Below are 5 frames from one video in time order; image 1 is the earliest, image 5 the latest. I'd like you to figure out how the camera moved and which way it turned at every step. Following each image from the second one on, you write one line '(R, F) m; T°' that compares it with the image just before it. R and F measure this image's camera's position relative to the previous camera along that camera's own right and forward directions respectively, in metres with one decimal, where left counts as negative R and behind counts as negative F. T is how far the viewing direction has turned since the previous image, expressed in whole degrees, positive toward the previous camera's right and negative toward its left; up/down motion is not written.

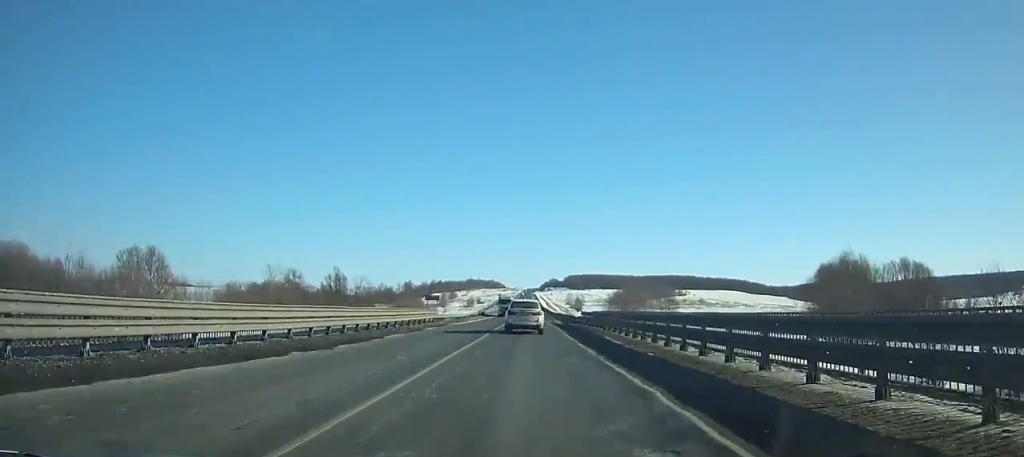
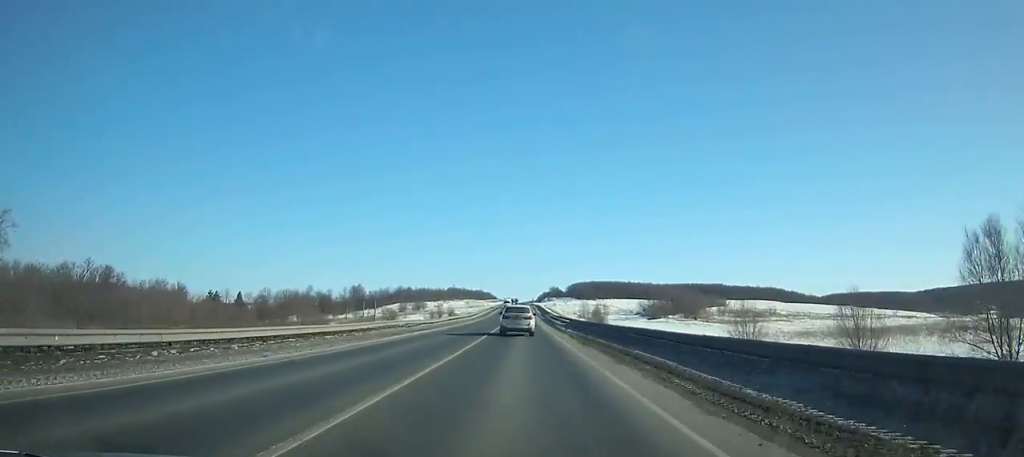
(+0.4, +143.5) m; 0°
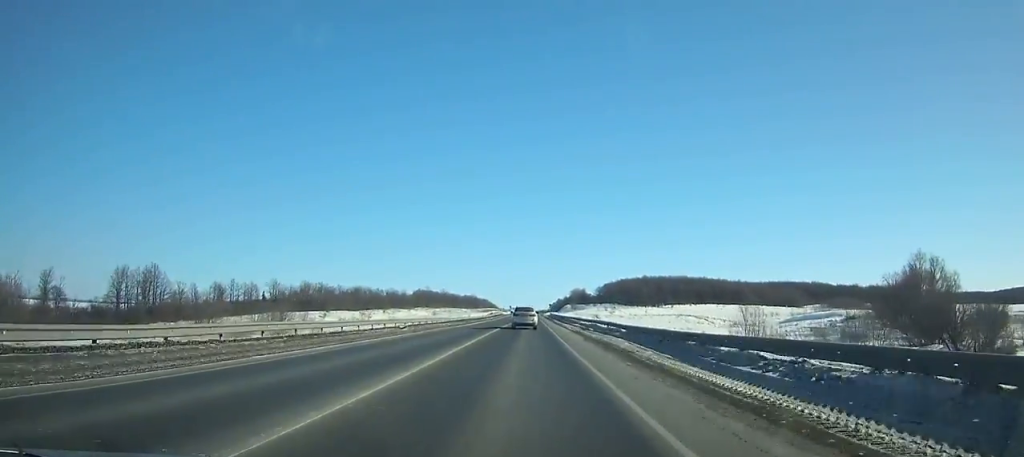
(-0.5, +223.6) m; 0°
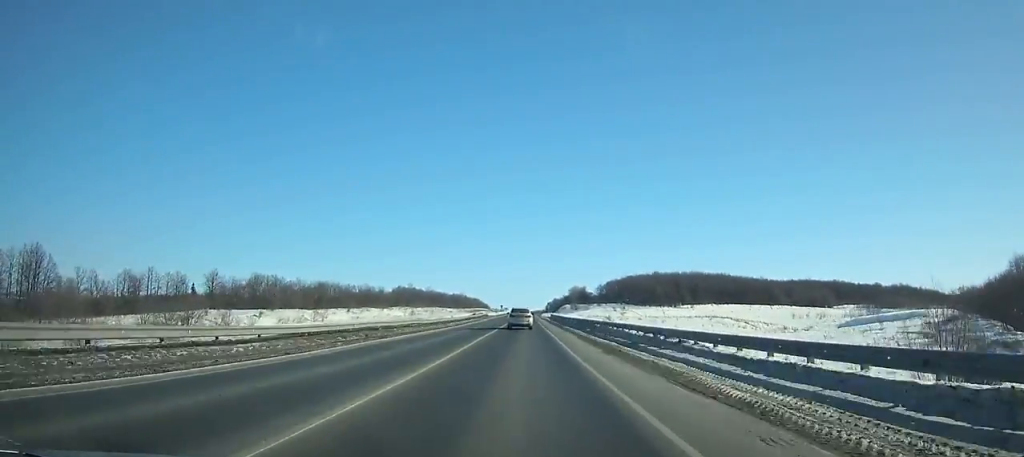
(-0.1, +45.0) m; 0°
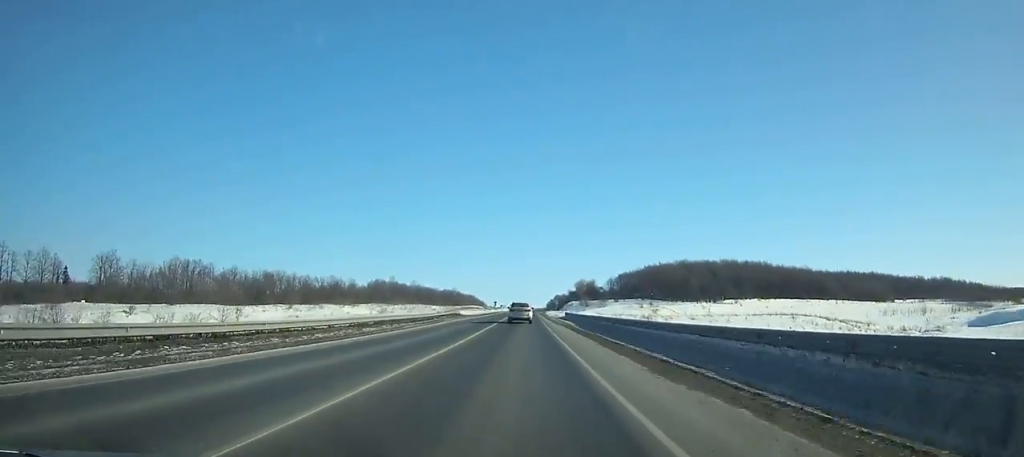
(0.0, +54.0) m; 0°
